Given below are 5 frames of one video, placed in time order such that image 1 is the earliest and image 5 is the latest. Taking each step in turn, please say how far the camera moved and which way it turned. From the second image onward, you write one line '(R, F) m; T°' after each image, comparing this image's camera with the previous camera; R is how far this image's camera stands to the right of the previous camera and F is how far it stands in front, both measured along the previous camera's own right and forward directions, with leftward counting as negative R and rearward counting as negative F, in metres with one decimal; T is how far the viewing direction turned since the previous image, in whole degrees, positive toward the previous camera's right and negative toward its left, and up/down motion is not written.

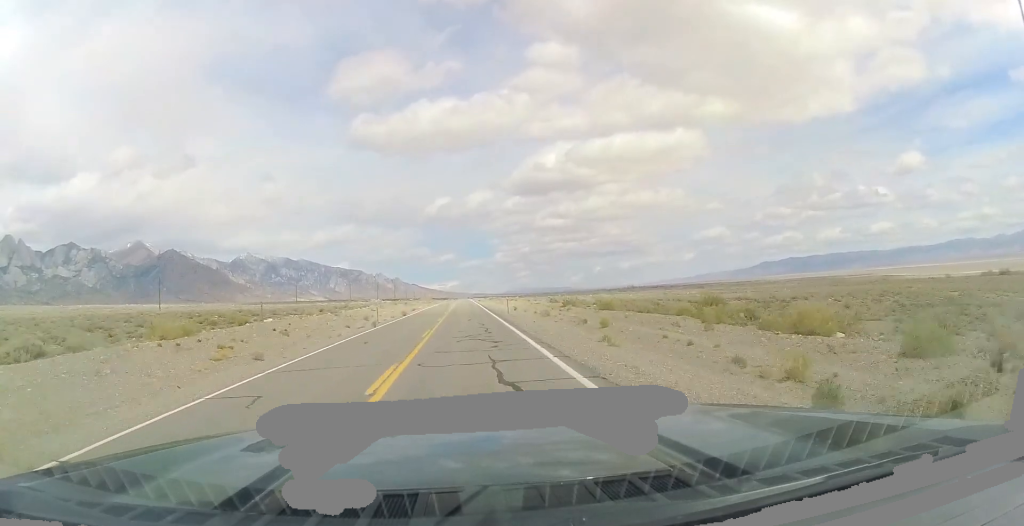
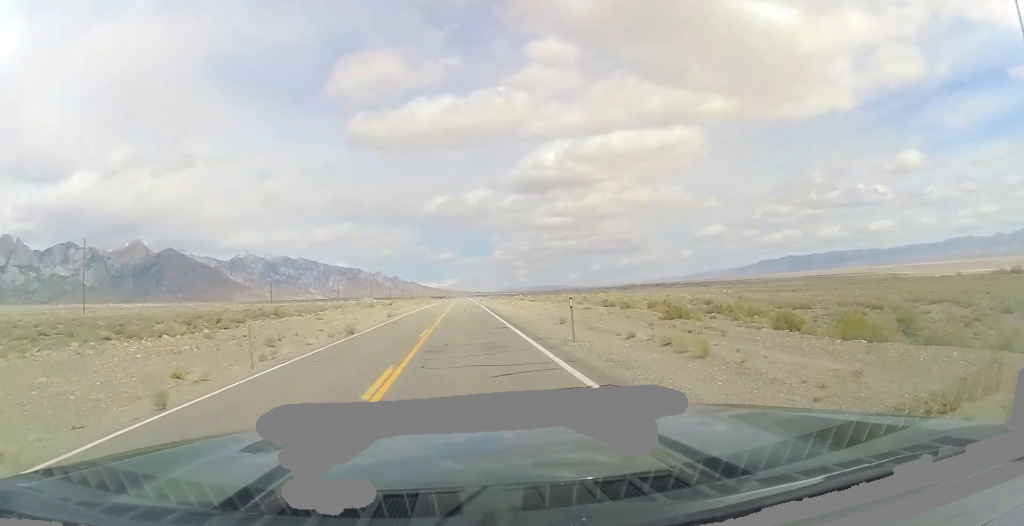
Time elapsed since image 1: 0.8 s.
(+0.1, +24.7) m; 0°
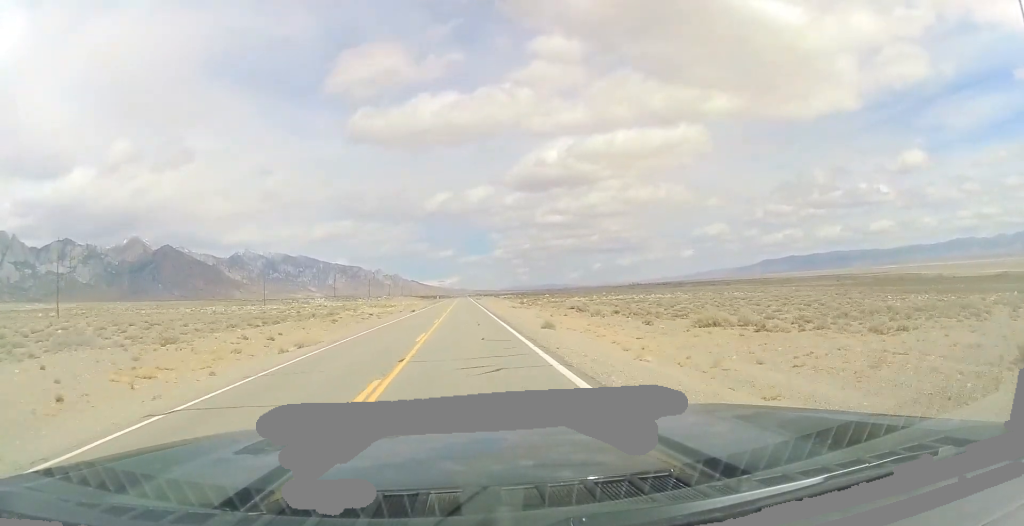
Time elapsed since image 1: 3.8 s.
(-1.2, +99.6) m; -1°
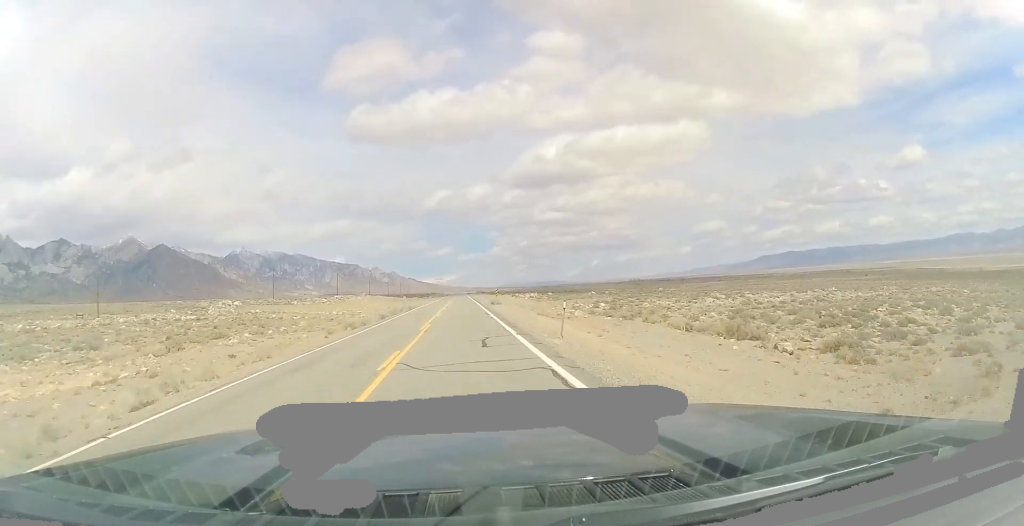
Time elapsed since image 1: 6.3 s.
(+0.3, +80.0) m; +1°
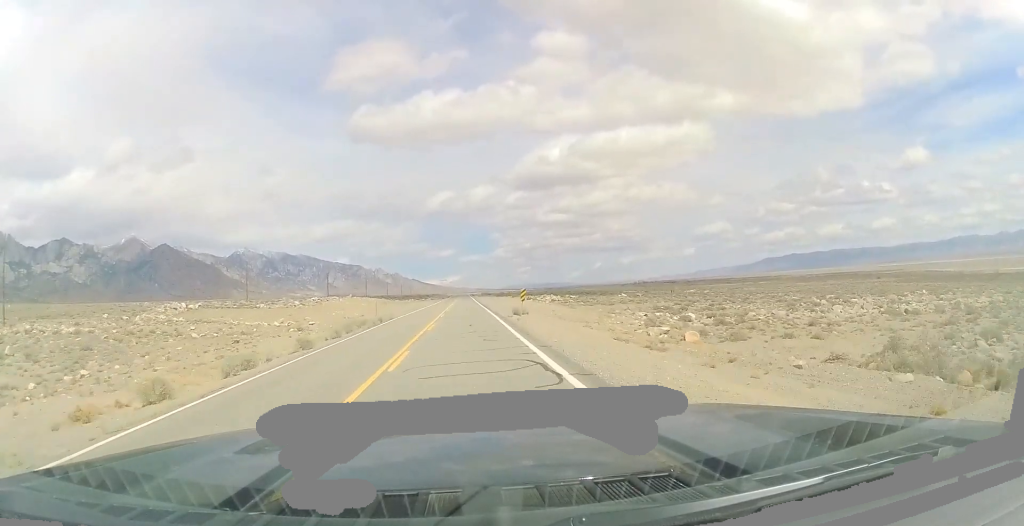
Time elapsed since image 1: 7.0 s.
(+0.1, +24.3) m; 0°
